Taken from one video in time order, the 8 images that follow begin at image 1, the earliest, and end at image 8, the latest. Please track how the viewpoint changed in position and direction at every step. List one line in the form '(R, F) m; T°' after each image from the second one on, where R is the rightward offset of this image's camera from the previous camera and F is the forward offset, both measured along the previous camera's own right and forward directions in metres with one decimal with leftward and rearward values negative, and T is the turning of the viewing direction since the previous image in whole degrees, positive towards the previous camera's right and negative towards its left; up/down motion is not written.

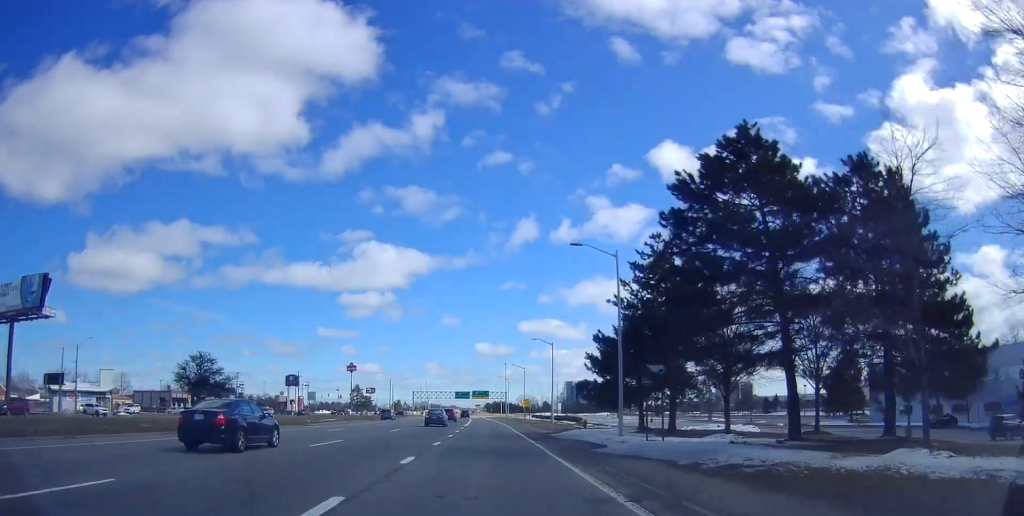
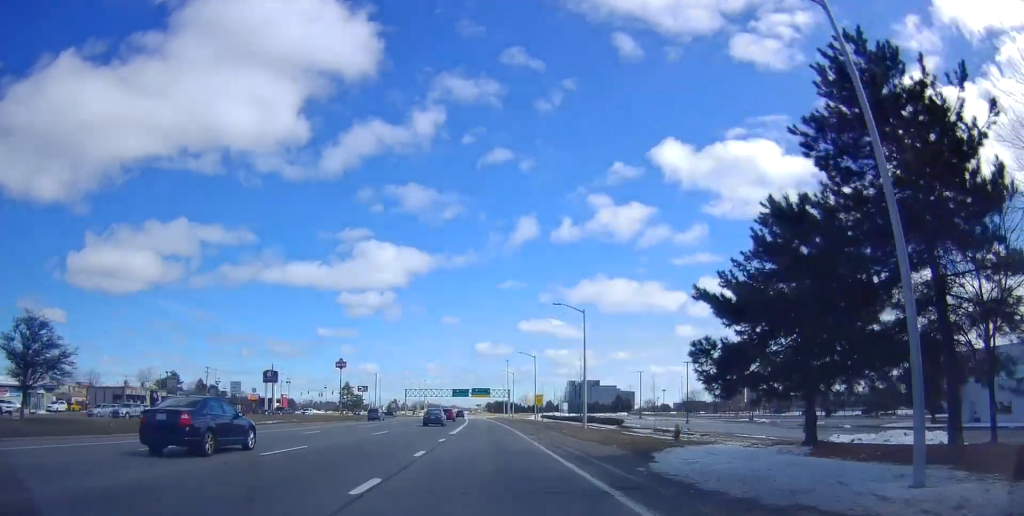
(0.0, +24.4) m; 0°
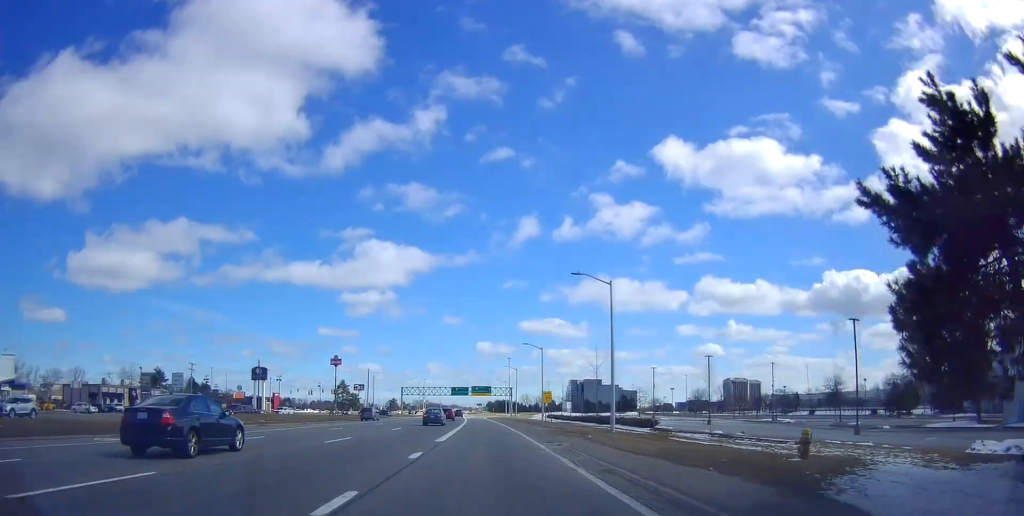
(0.0, +10.5) m; 0°
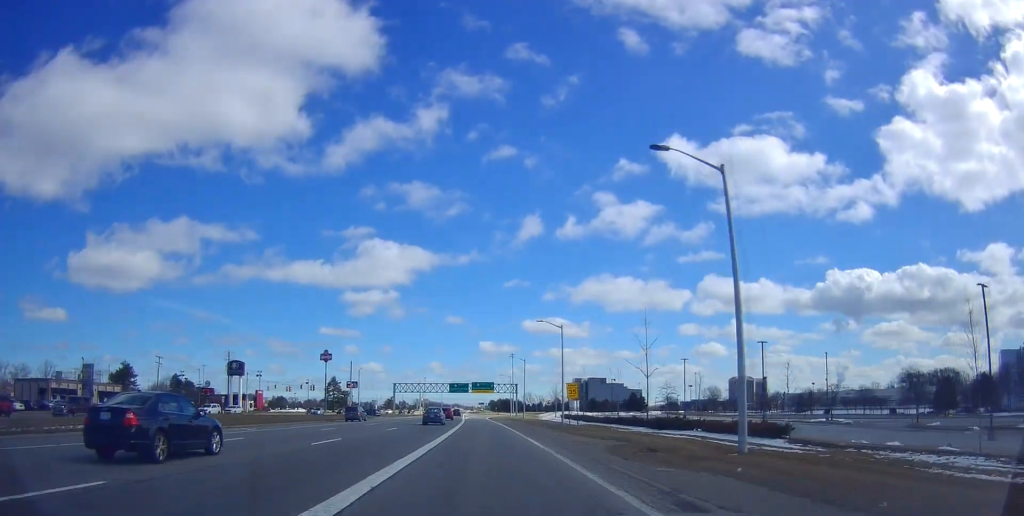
(-0.1, +18.6) m; 0°
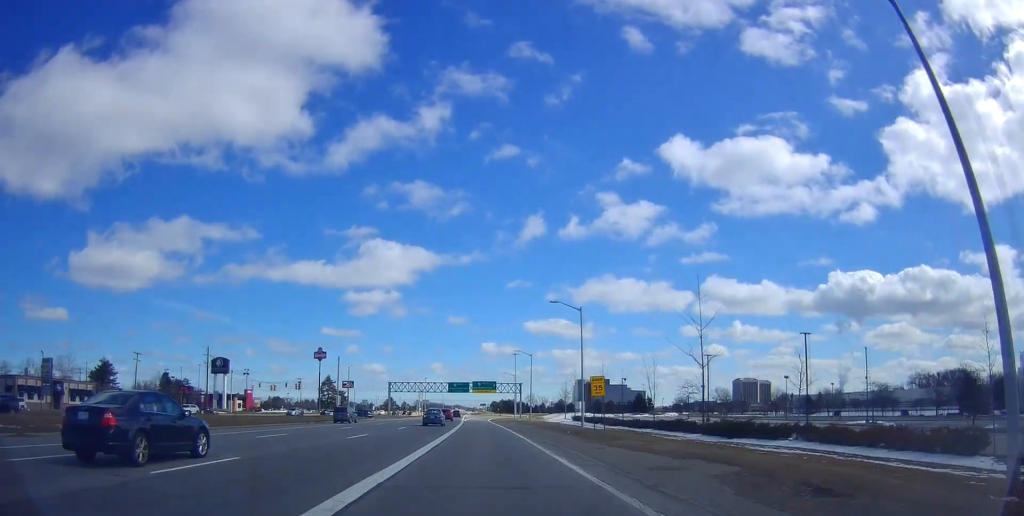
(0.0, +10.6) m; 0°
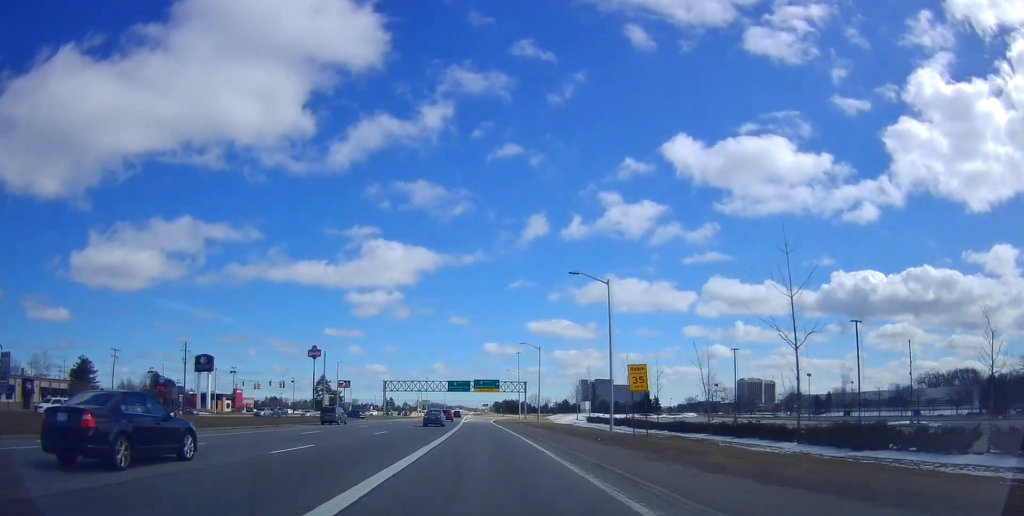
(0.0, +9.6) m; 0°
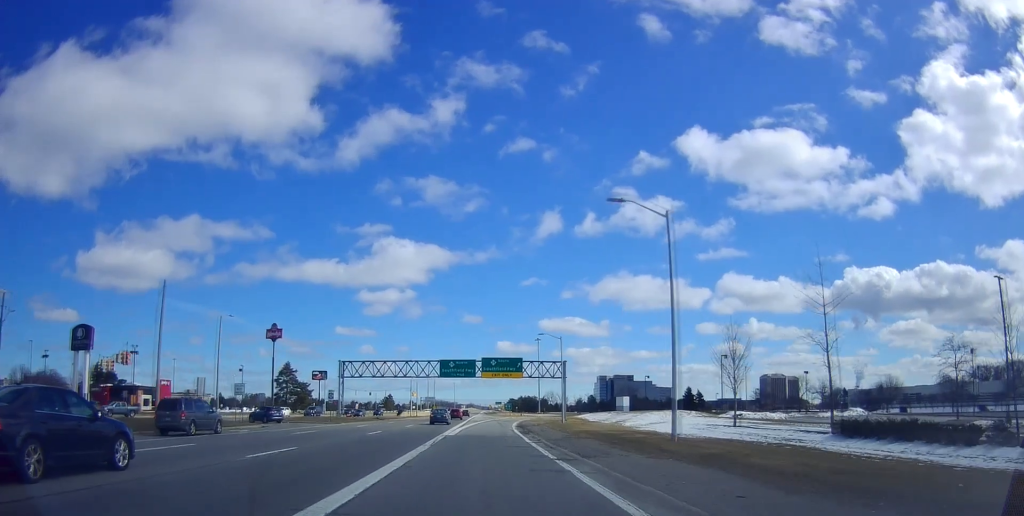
(0.0, +47.3) m; +1°
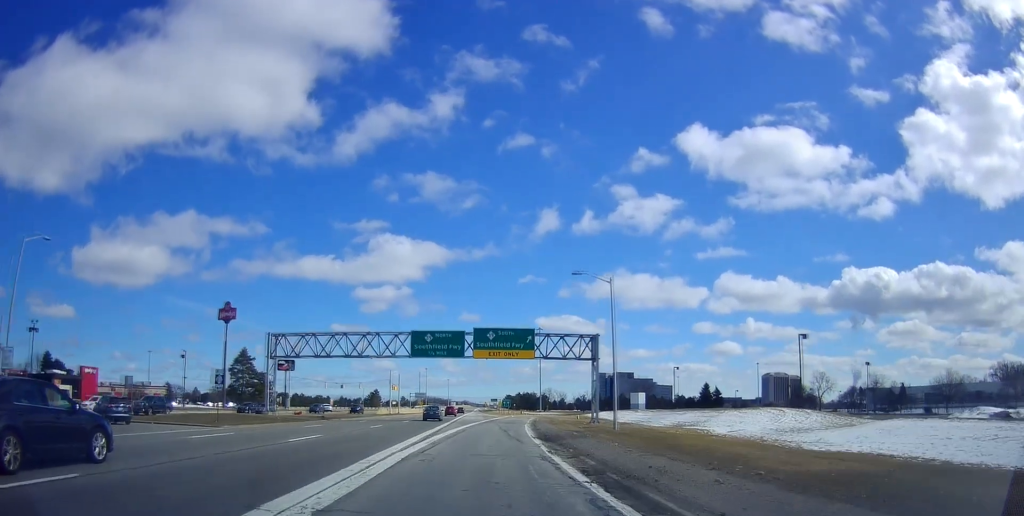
(+0.4, +24.5) m; +1°
